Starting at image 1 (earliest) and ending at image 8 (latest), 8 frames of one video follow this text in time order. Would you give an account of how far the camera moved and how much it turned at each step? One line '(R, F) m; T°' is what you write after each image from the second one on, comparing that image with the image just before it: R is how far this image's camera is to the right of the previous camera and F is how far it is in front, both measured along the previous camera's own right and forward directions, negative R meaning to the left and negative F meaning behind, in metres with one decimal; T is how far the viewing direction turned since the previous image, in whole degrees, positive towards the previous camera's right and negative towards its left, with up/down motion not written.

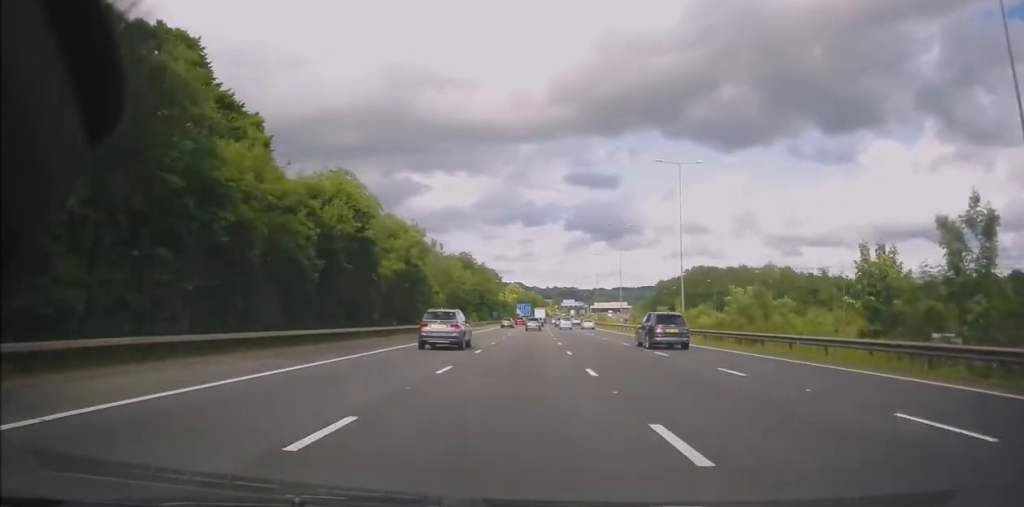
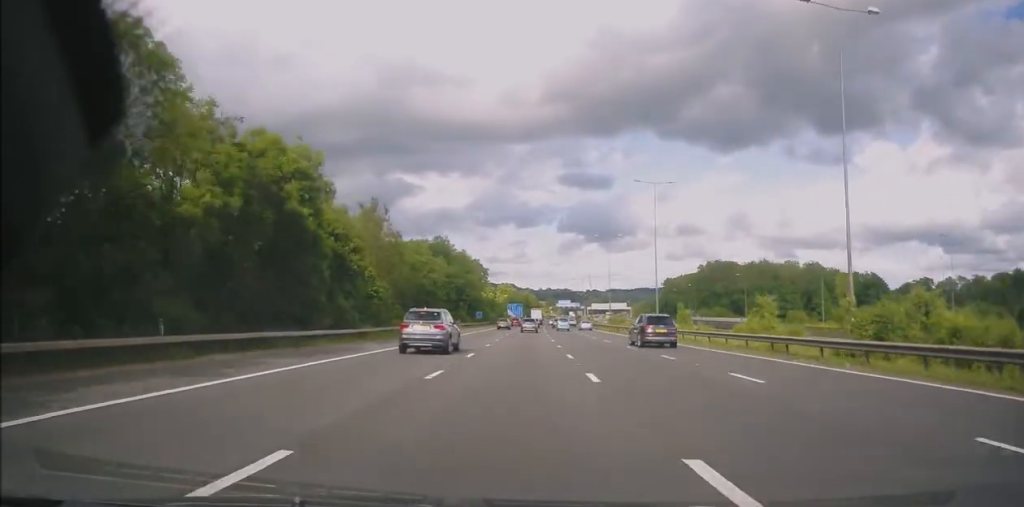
(0.0, +28.8) m; 0°
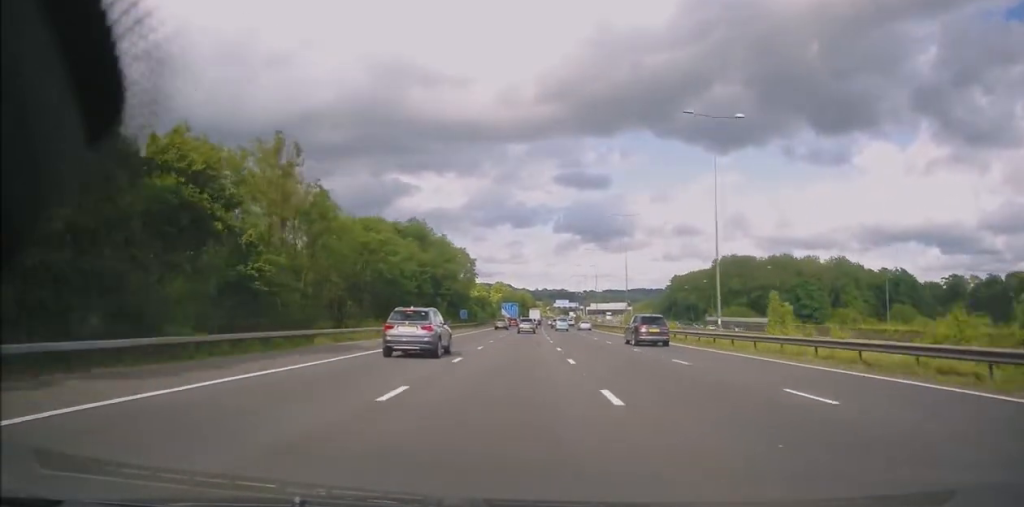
(0.0, +20.5) m; 0°
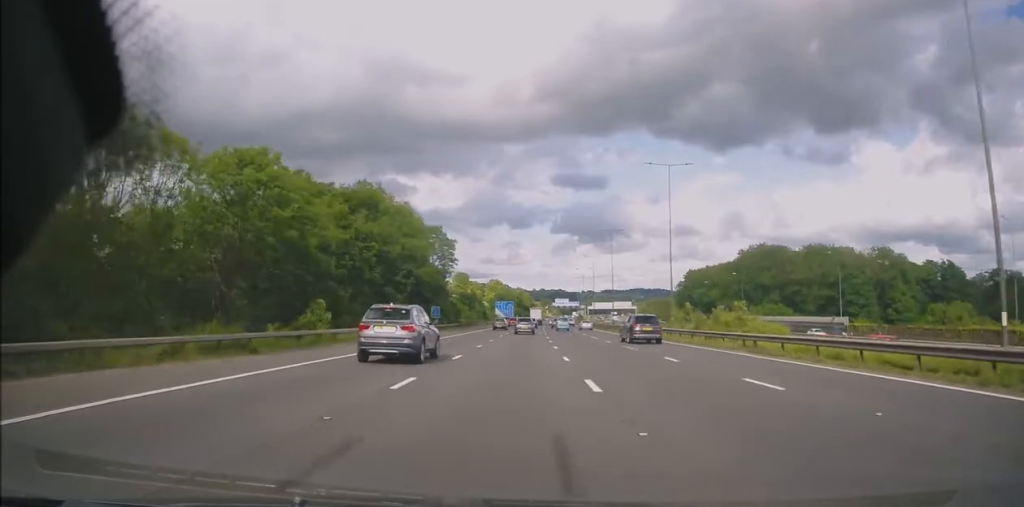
(0.0, +25.8) m; 0°
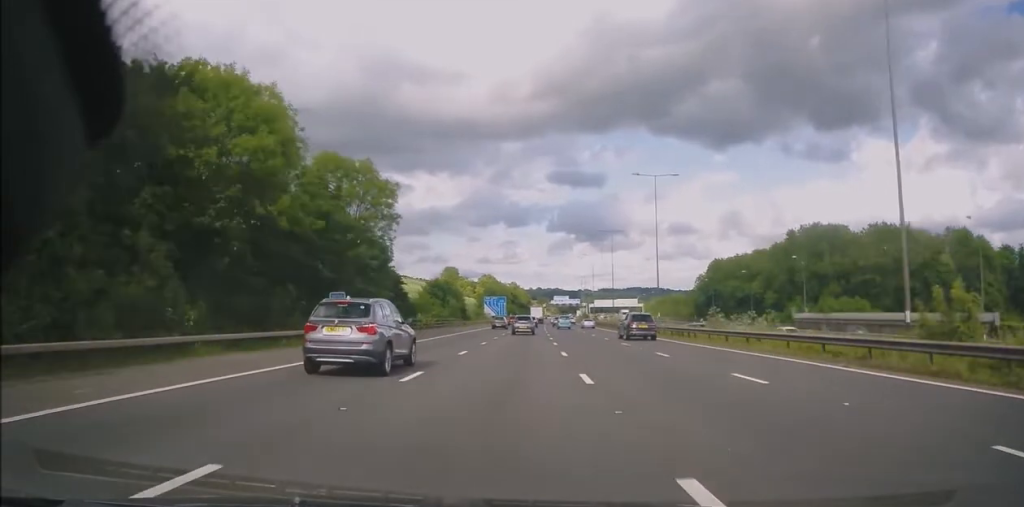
(+0.1, +34.3) m; +1°
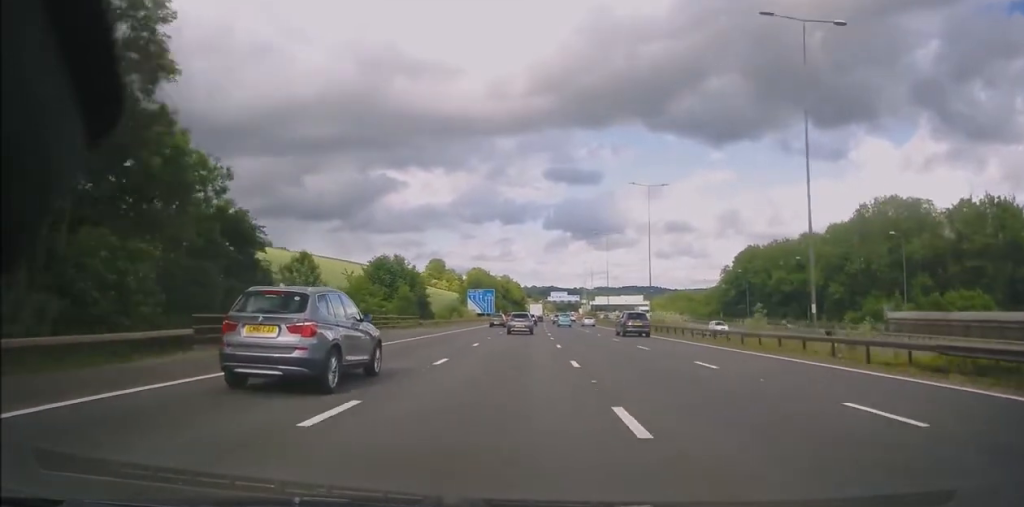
(+0.4, +32.7) m; 0°
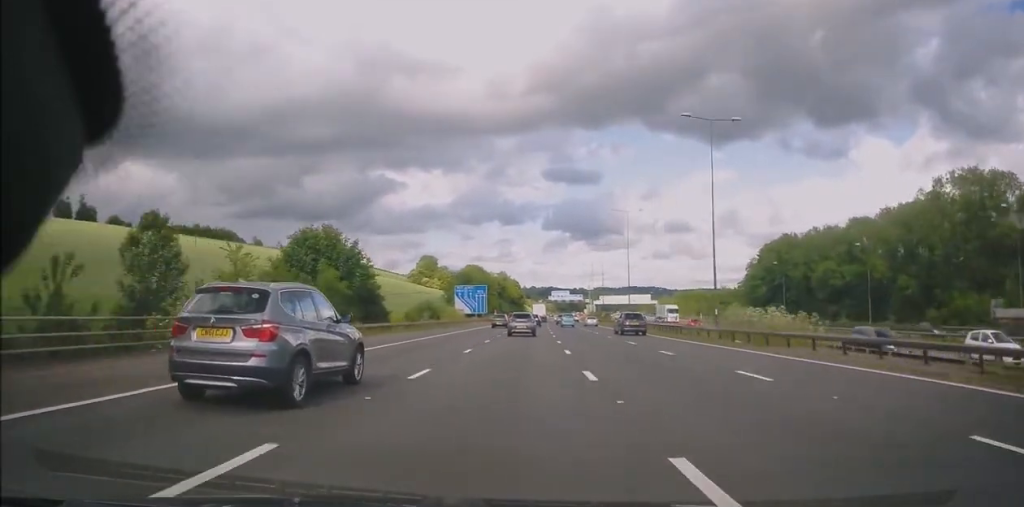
(-0.2, +22.3) m; 0°
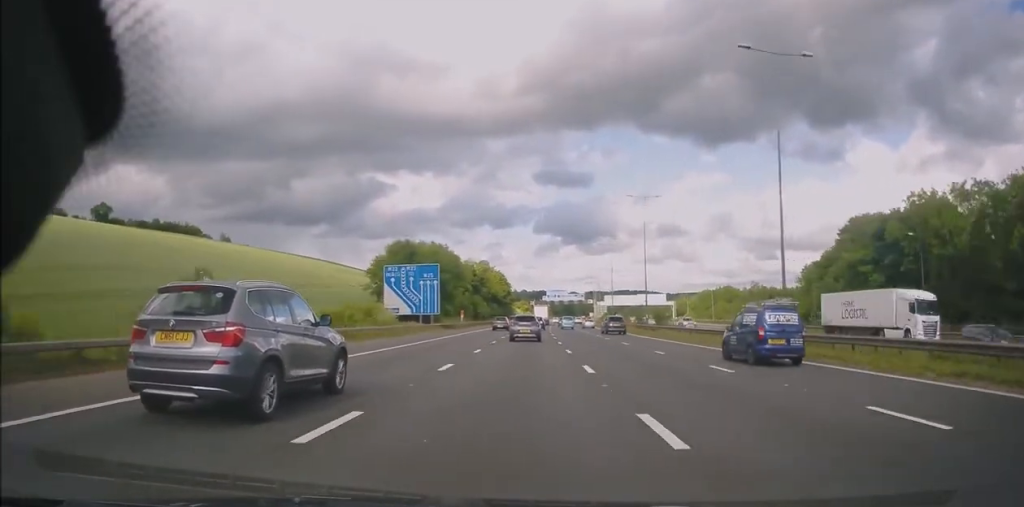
(+1.1, +51.6) m; +2°
